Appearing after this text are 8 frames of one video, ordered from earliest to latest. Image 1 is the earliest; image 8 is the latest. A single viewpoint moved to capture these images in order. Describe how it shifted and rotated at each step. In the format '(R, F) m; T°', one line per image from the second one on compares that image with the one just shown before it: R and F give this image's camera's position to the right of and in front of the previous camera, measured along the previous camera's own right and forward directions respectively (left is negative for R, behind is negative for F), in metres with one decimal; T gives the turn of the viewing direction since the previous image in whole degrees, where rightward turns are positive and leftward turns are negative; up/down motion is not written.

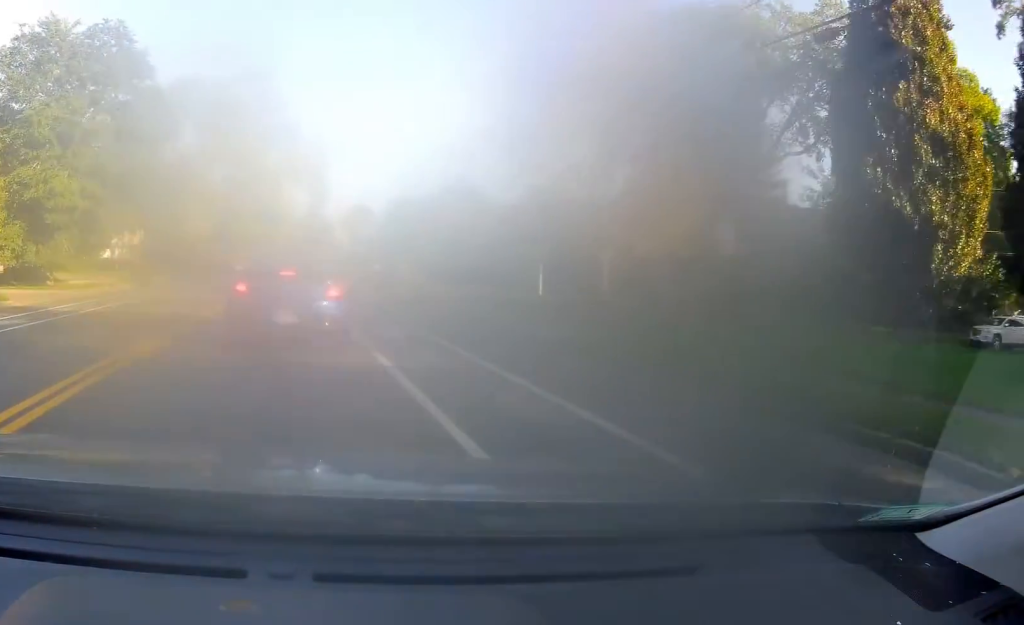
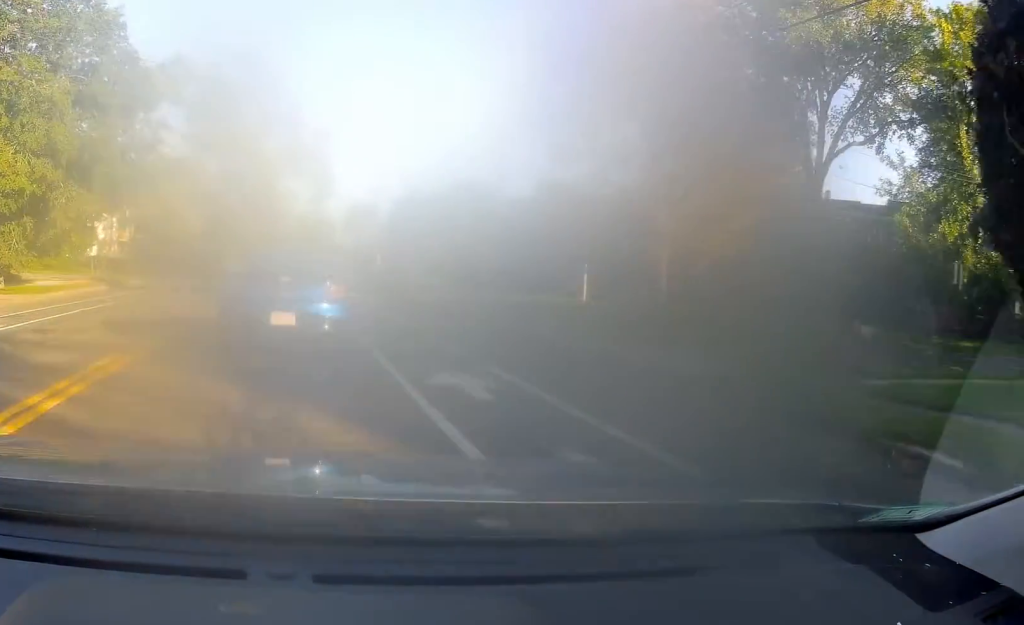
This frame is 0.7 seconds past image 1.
(0.0, +6.0) m; -1°
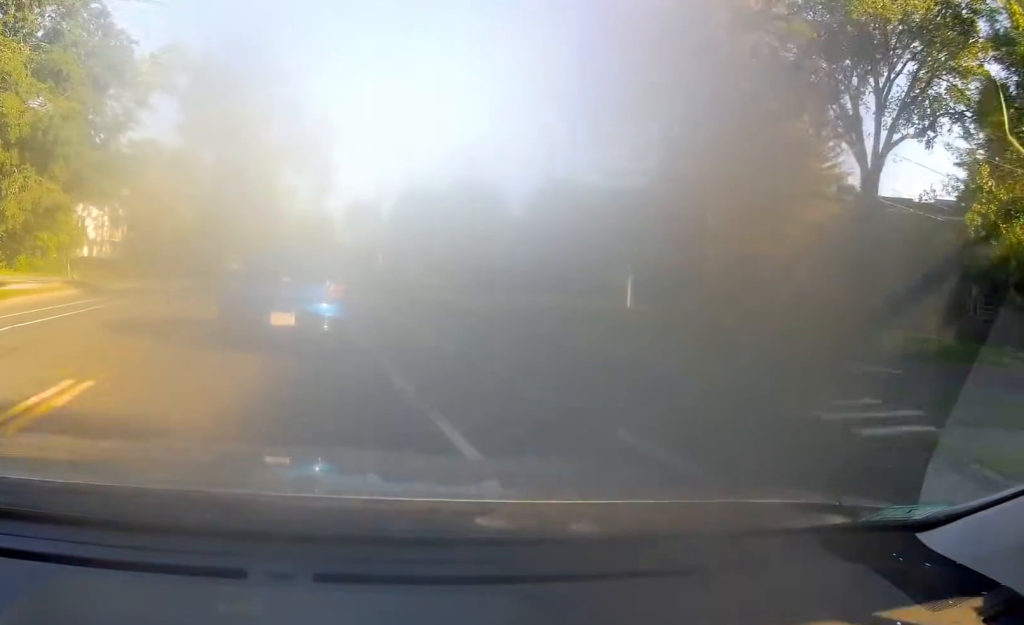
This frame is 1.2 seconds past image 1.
(0.0, +4.6) m; 0°
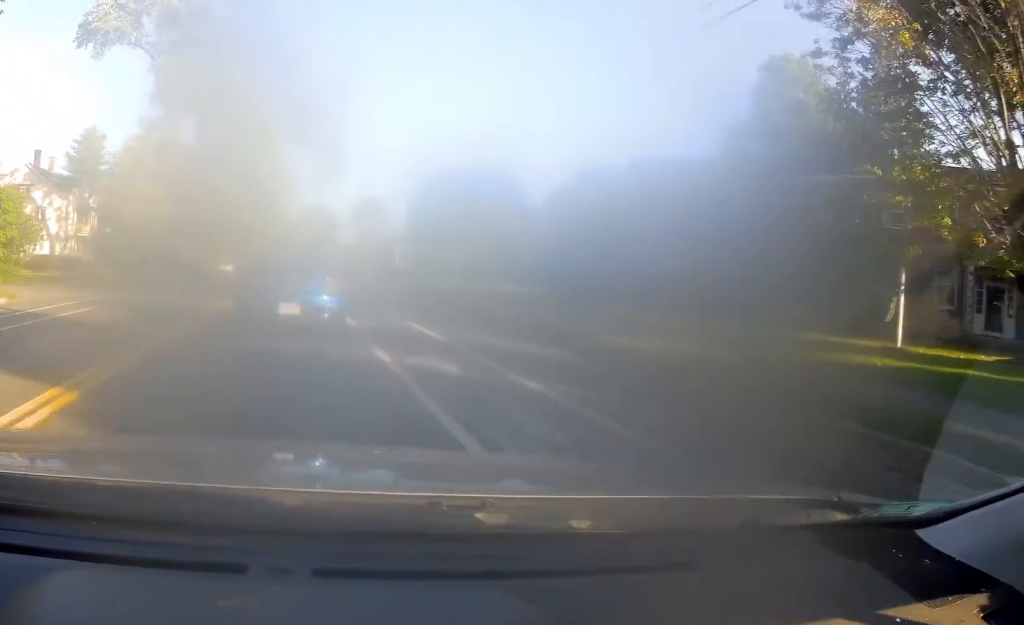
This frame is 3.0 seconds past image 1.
(+0.3, +14.6) m; +2°
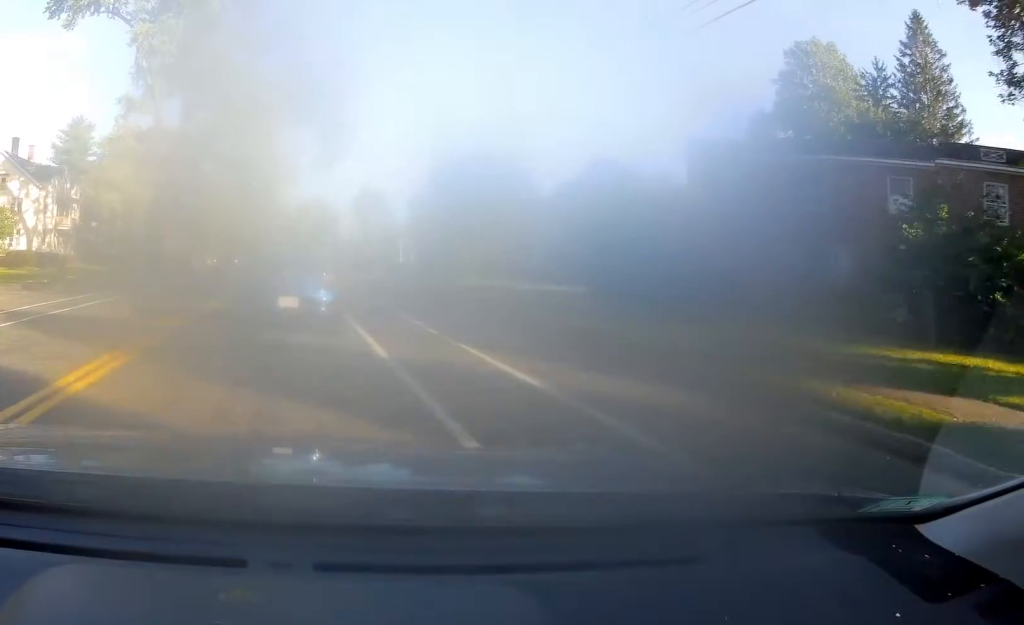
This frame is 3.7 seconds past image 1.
(-0.1, +5.5) m; -1°
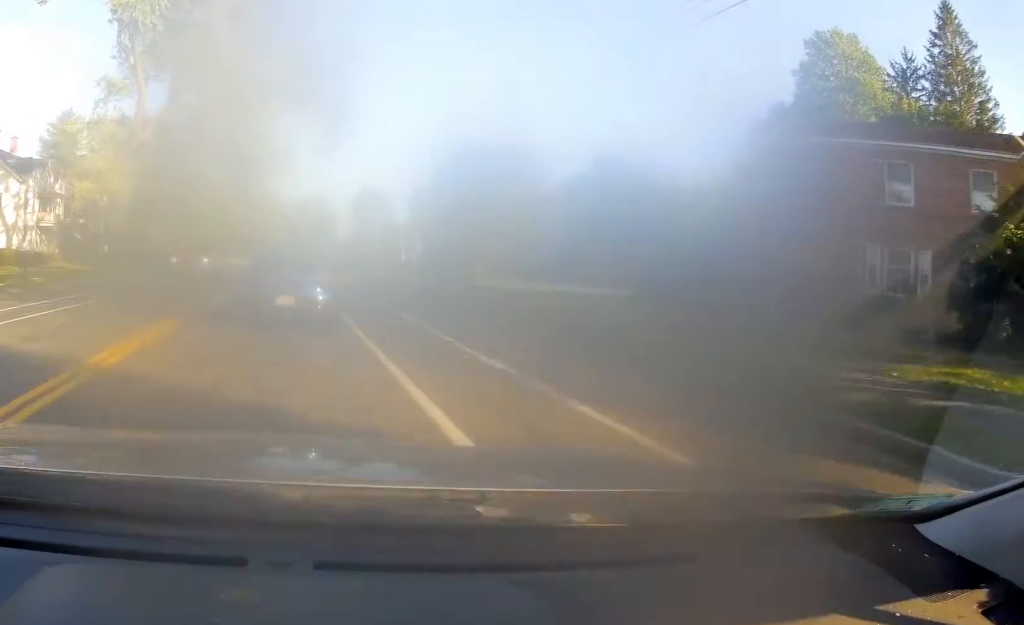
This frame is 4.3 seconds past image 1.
(0.0, +4.3) m; 0°
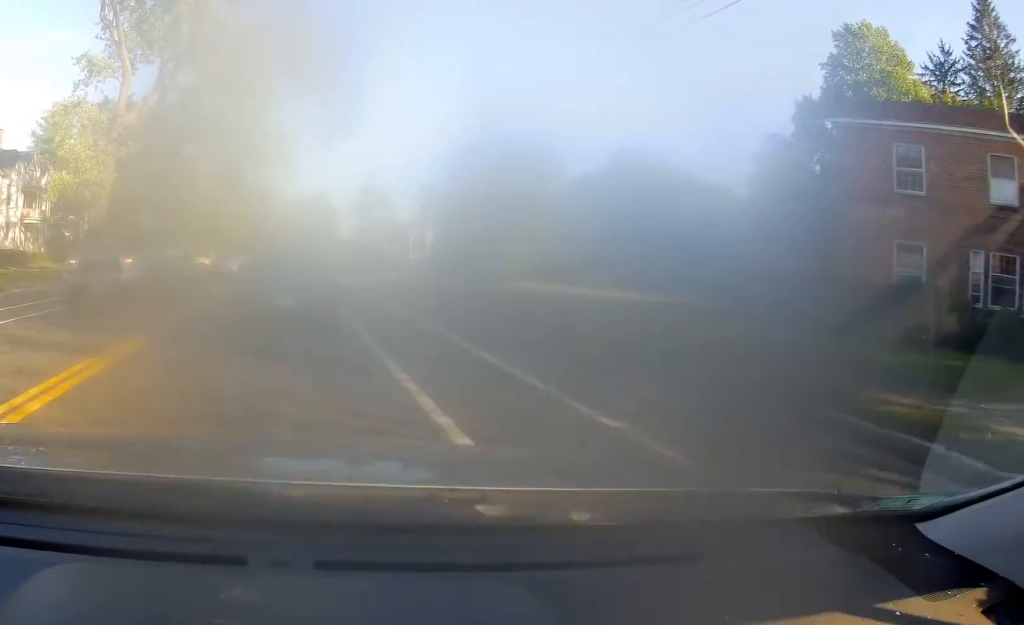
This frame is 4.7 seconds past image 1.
(0.0, +3.8) m; 0°
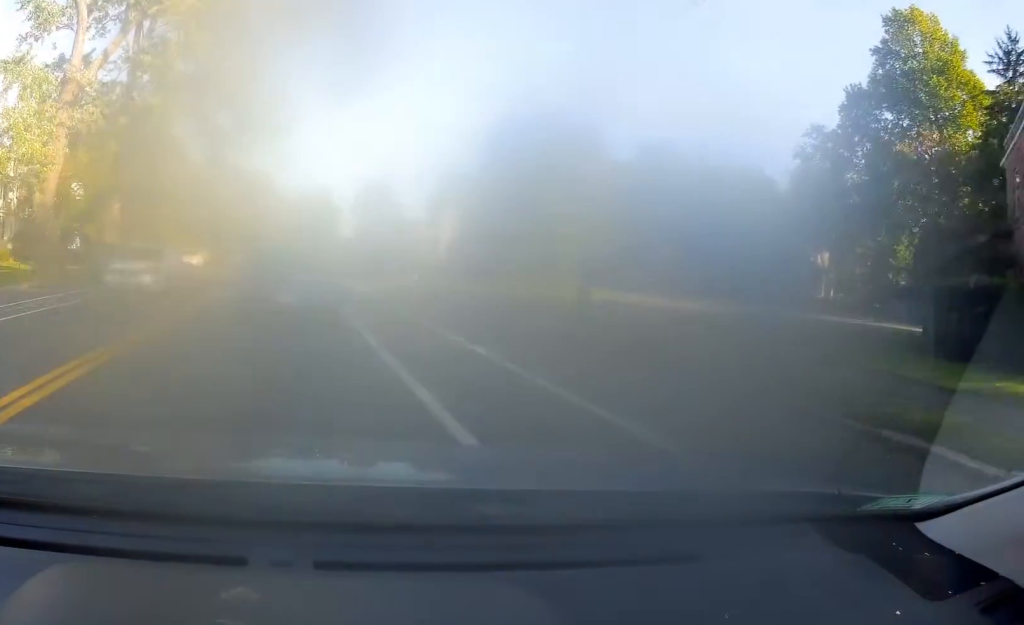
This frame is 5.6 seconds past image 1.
(0.0, +6.7) m; 0°
